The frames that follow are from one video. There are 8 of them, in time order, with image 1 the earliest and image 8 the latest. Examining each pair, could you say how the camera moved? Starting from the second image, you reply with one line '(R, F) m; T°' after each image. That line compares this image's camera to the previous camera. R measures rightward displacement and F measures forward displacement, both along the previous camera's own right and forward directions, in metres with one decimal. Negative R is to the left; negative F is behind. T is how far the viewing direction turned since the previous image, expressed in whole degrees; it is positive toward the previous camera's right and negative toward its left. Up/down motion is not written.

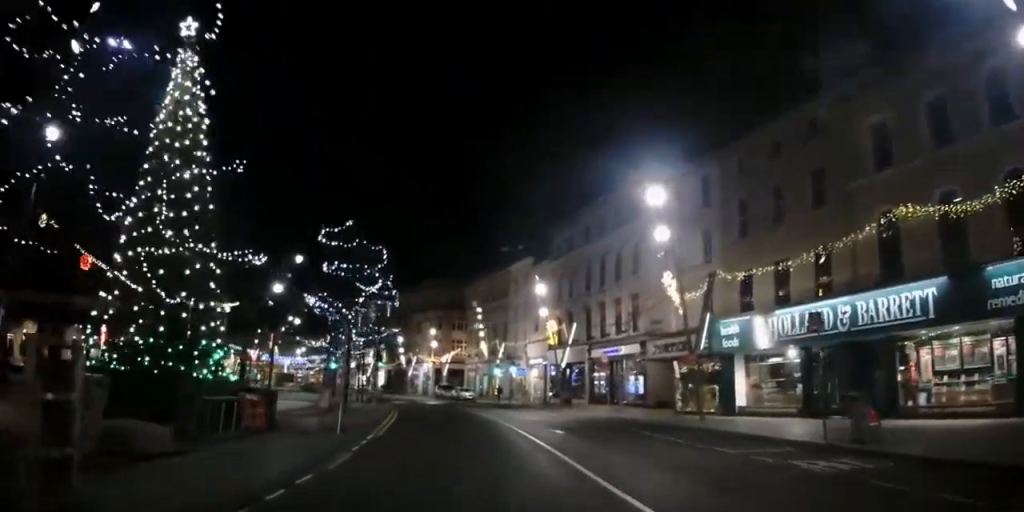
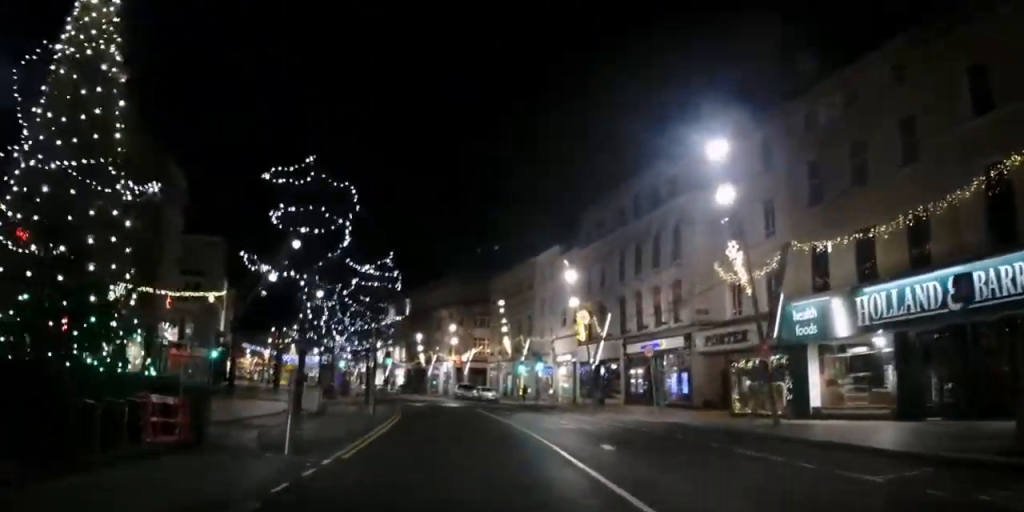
(0.0, +5.2) m; 0°
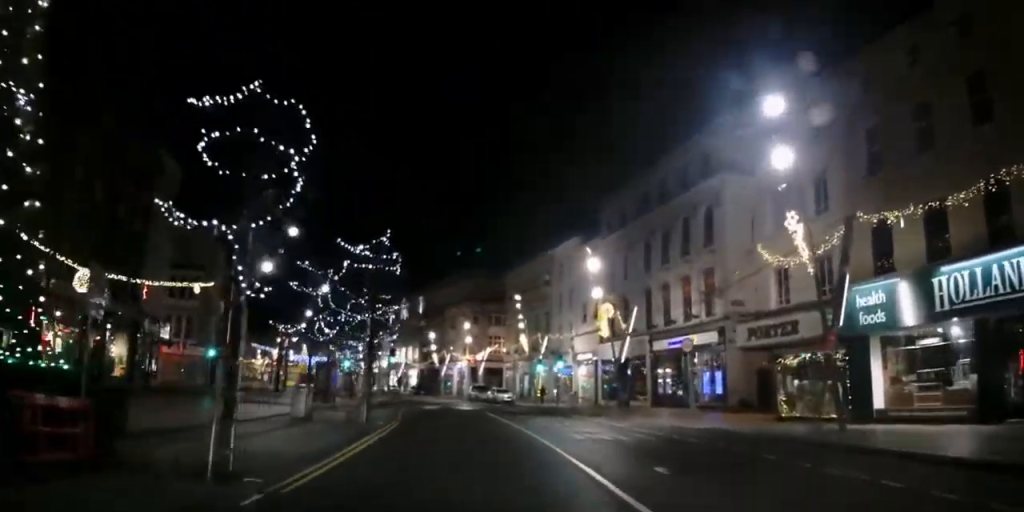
(0.0, +3.4) m; -1°
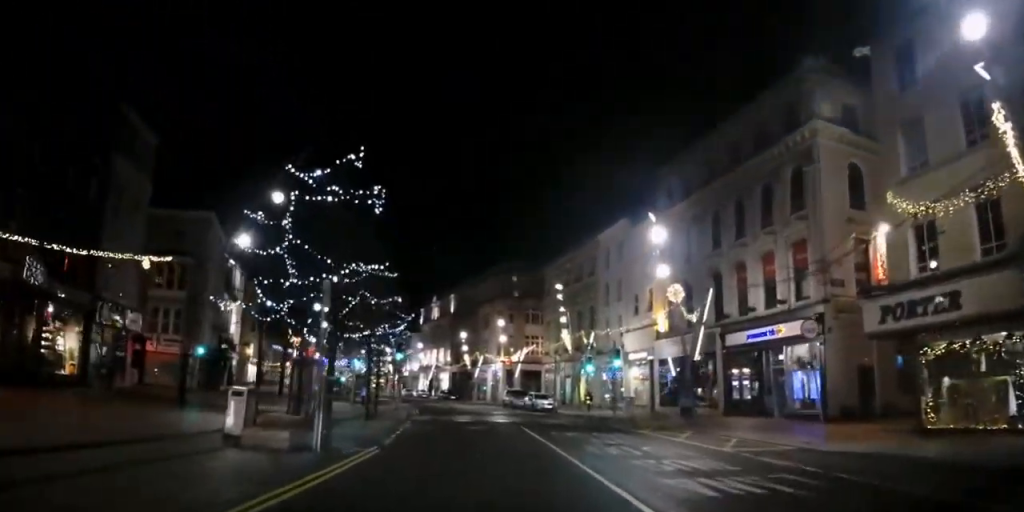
(-0.3, +7.5) m; -7°
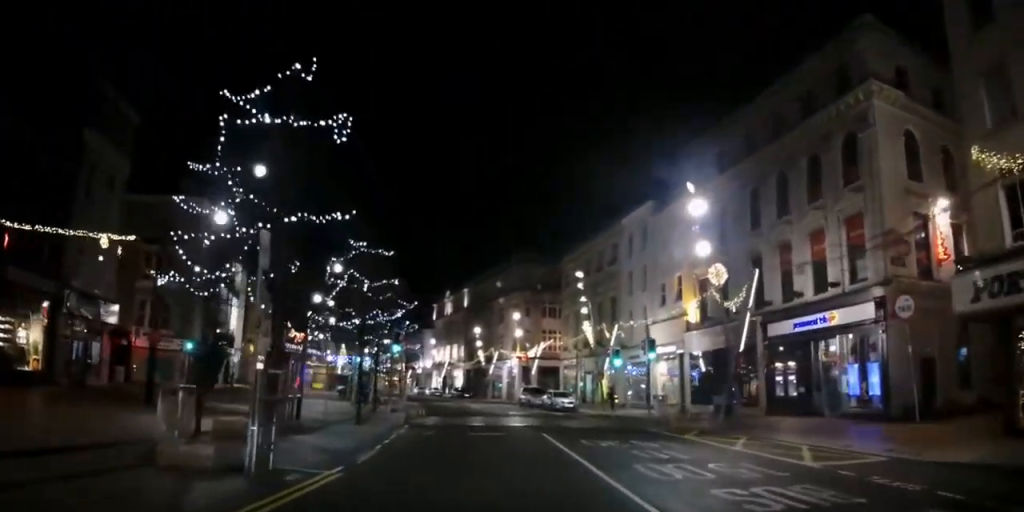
(-0.2, +3.8) m; -3°
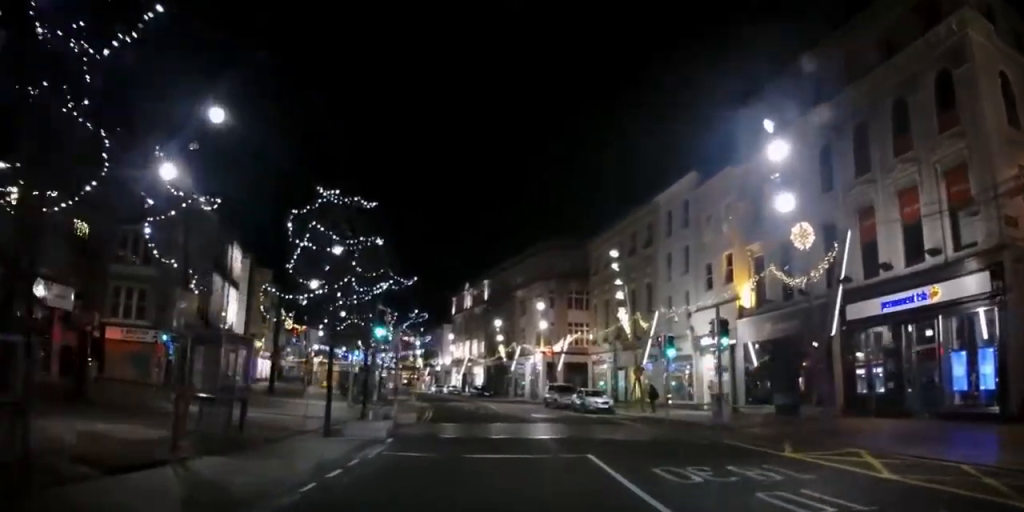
(-0.1, +5.8) m; 0°
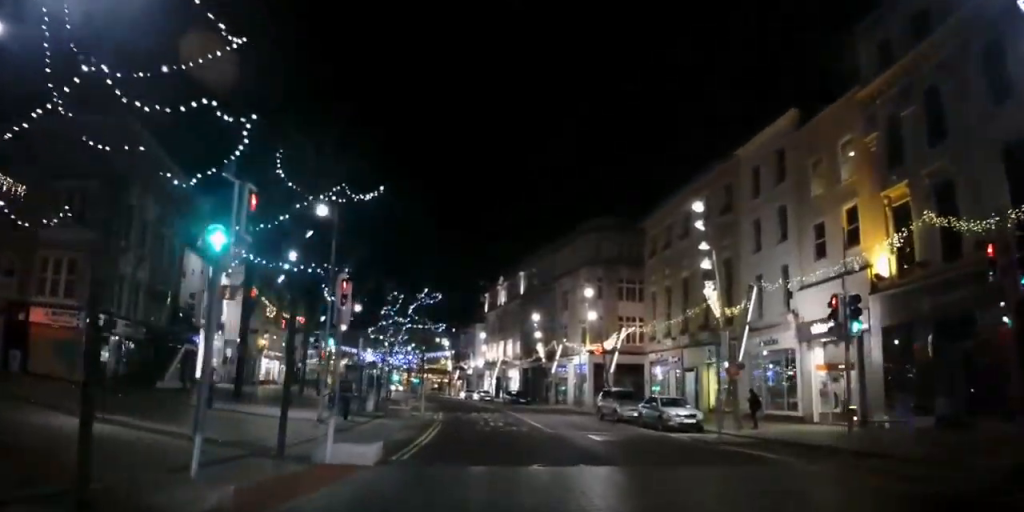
(0.0, +10.2) m; 0°
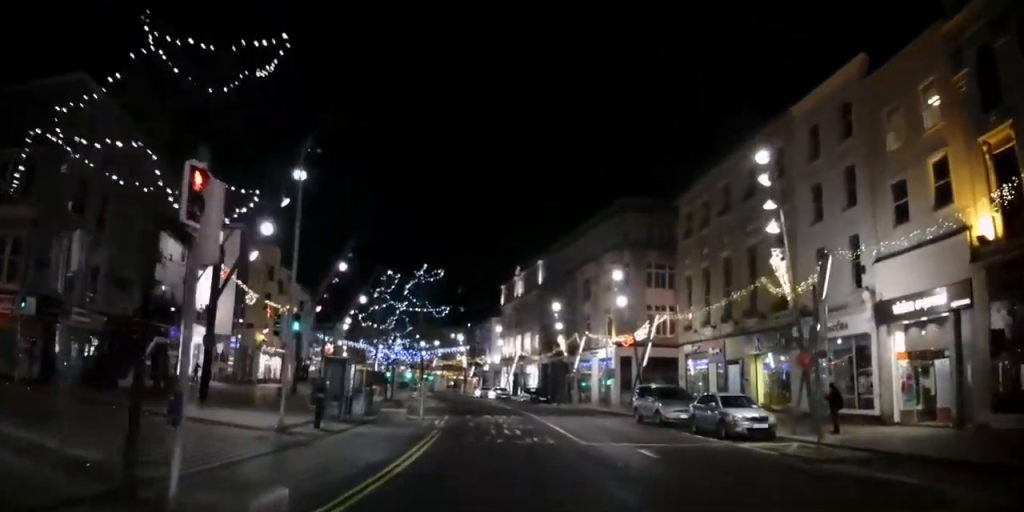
(0.0, +5.3) m; -3°
